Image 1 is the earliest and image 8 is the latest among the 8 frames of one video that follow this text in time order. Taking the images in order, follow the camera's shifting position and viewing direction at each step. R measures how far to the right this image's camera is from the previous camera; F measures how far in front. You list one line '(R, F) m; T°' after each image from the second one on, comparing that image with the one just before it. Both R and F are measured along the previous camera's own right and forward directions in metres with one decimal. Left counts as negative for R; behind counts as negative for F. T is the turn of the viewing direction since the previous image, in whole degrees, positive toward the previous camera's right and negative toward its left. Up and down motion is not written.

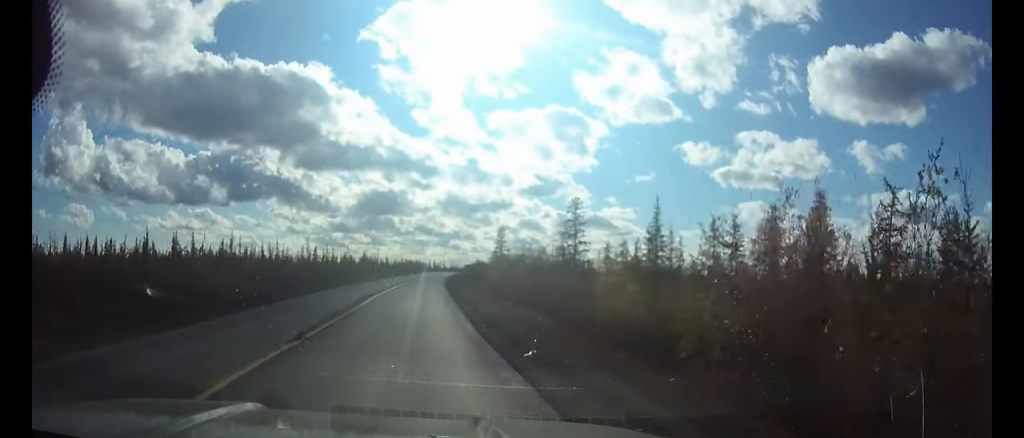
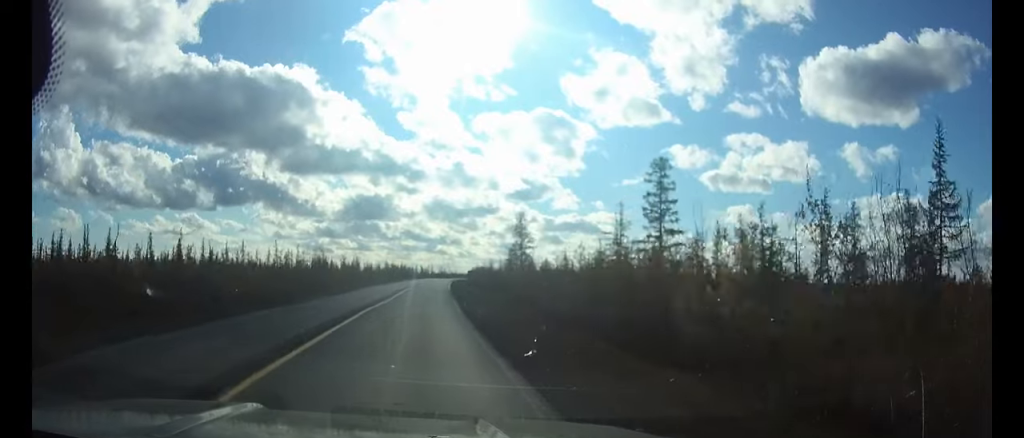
(+0.5, +37.1) m; +1°
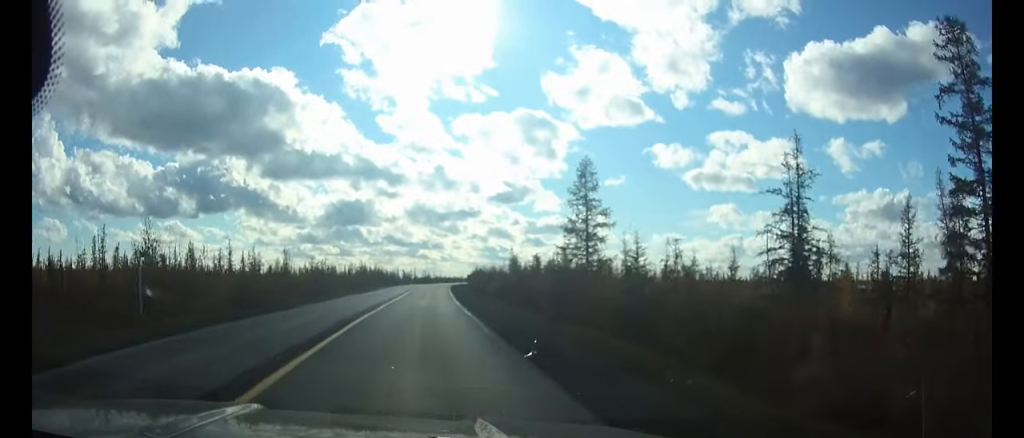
(+0.5, +38.9) m; +2°
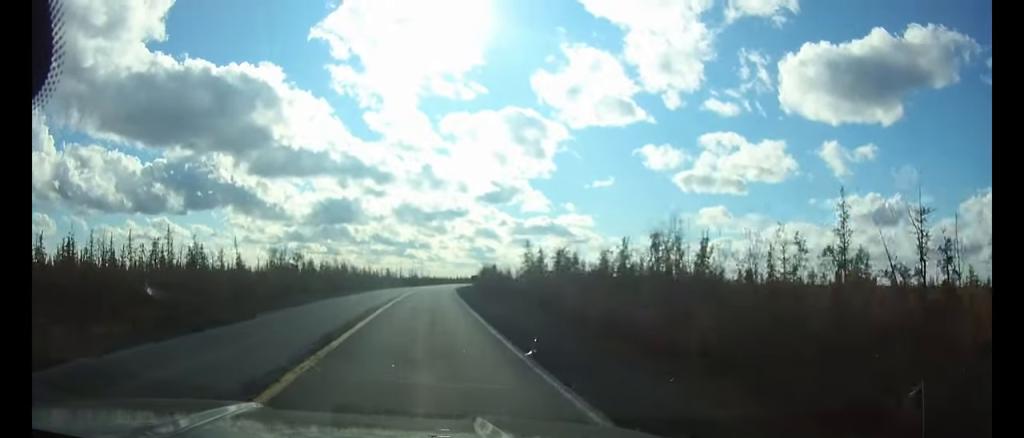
(+0.6, +38.5) m; +2°
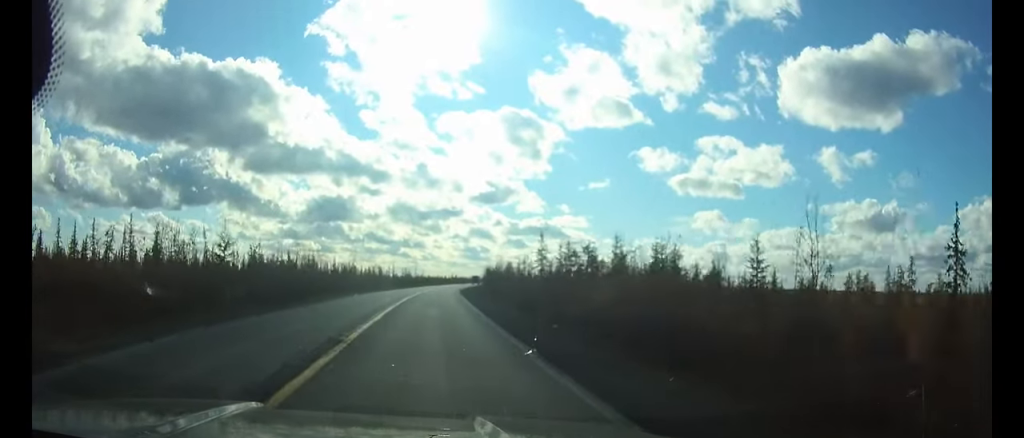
(+0.2, +19.2) m; +1°
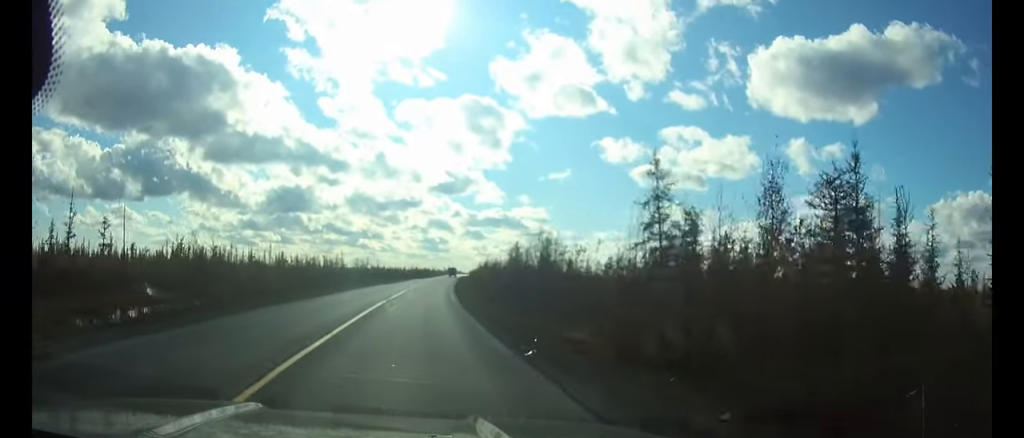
(+1.9, +62.0) m; +4°
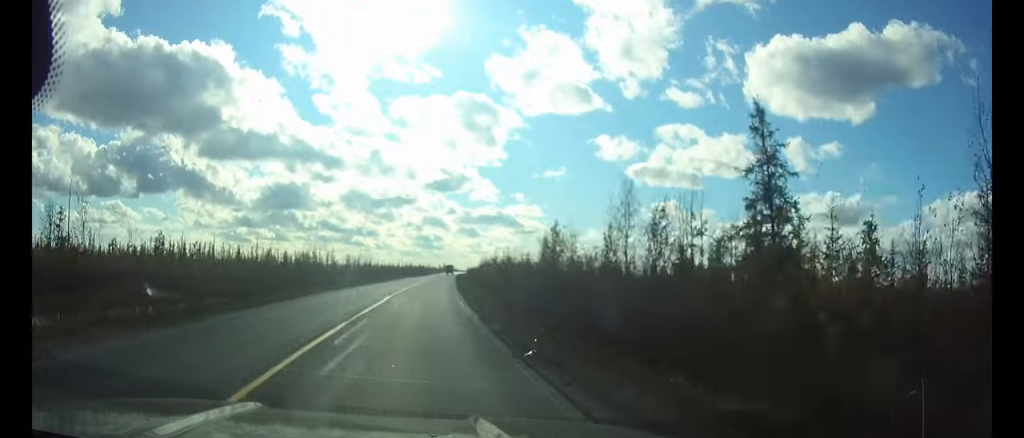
(0.0, +14.0) m; +1°
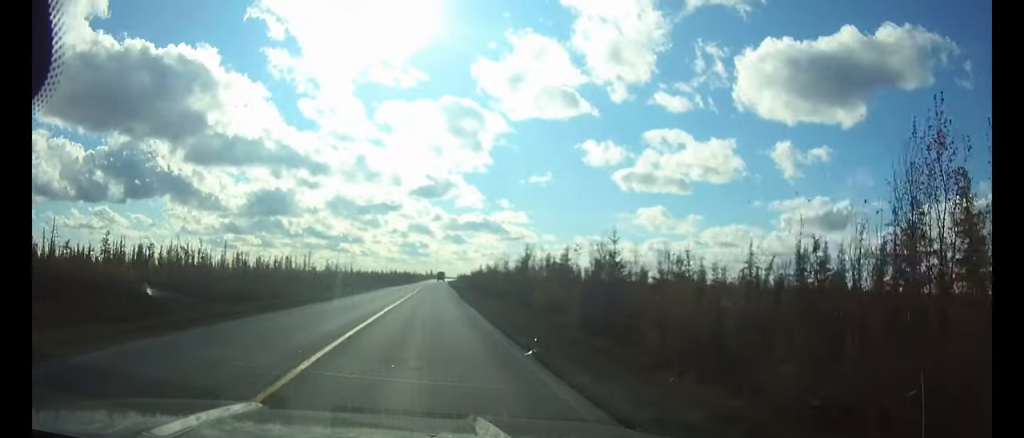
(+0.3, +26.4) m; +1°
